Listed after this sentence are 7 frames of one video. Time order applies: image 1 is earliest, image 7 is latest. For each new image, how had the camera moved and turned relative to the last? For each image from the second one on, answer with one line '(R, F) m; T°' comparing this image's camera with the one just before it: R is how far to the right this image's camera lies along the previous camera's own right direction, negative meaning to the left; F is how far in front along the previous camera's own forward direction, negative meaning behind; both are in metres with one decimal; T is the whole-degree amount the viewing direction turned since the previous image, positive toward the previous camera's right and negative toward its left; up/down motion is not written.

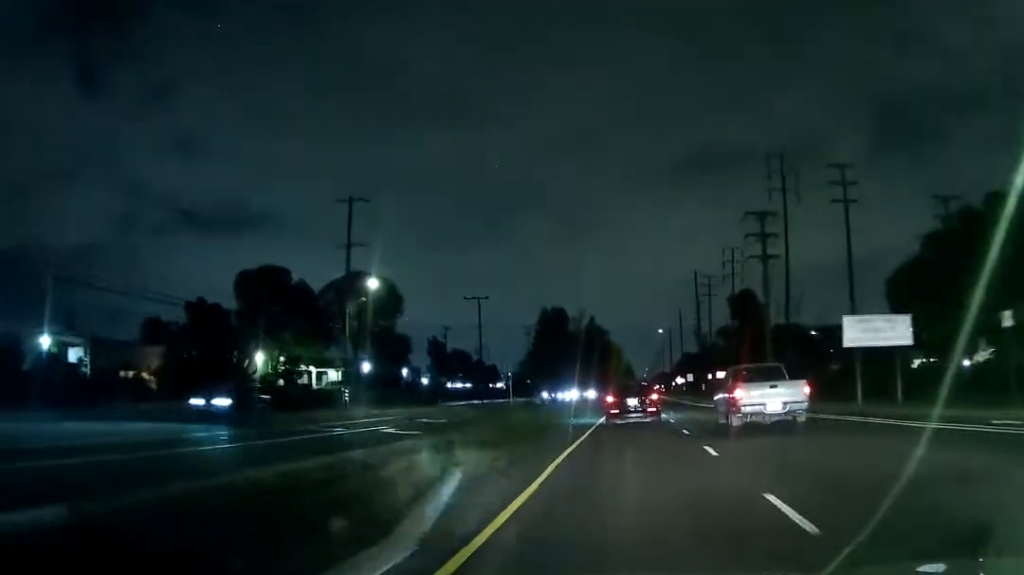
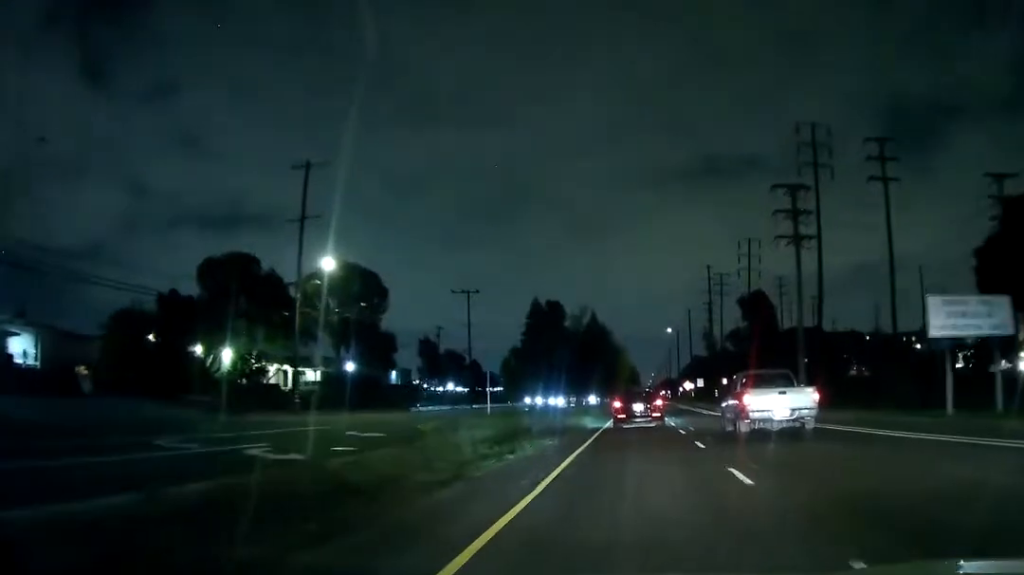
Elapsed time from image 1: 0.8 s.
(0.0, +10.9) m; 0°
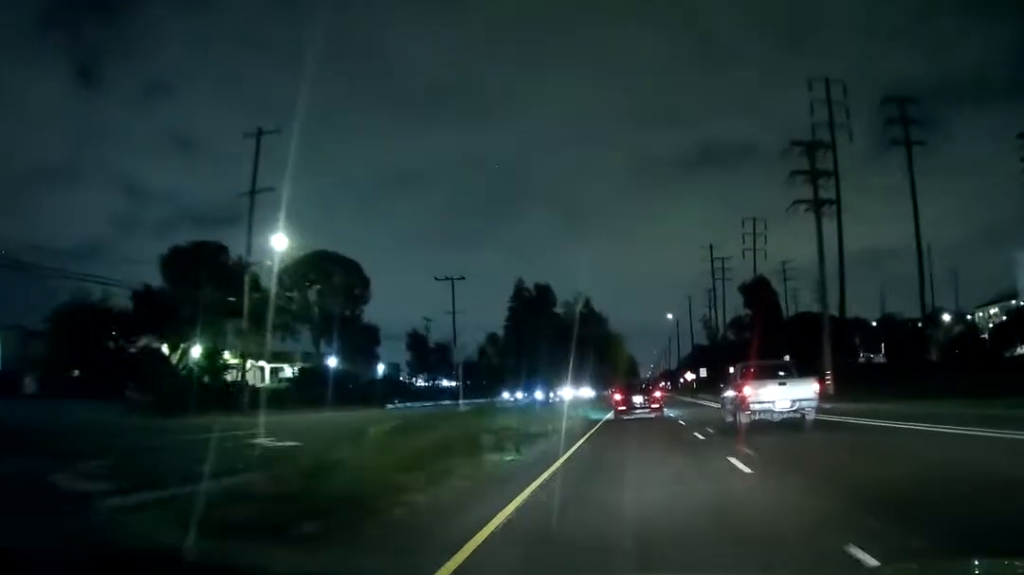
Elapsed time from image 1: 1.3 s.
(0.0, +7.5) m; 0°
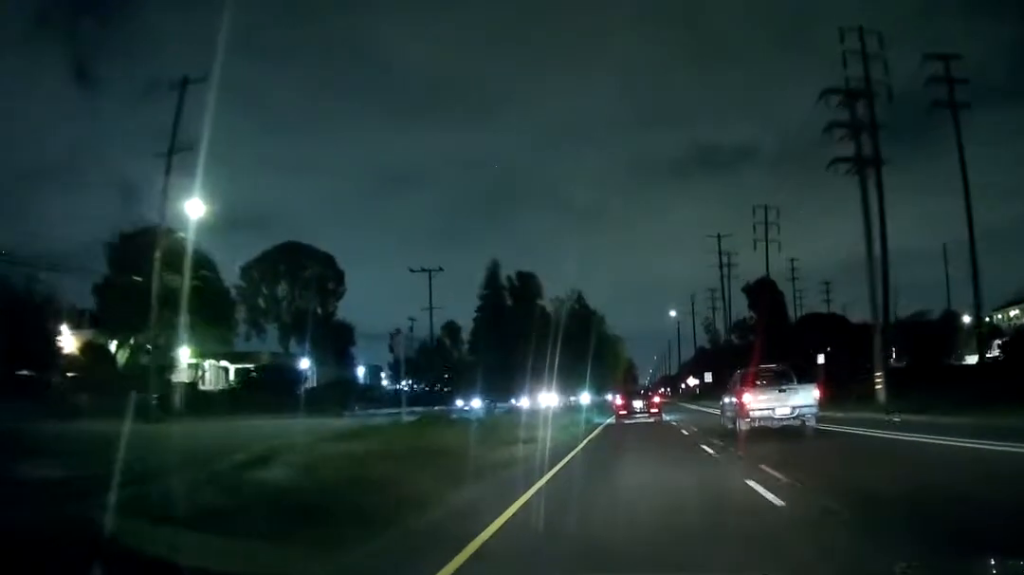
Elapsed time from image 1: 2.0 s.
(0.0, +9.6) m; 0°
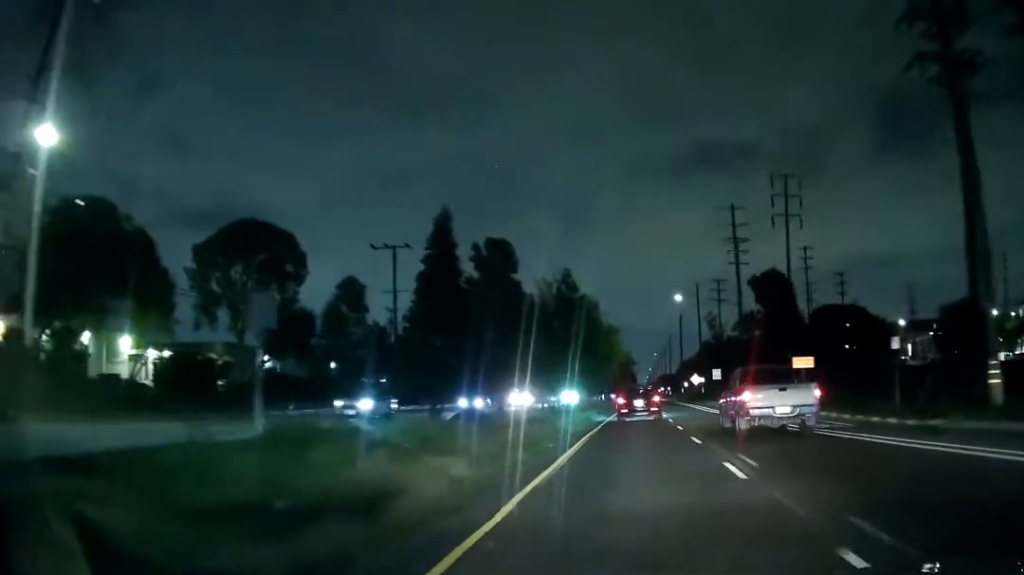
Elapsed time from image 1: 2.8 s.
(0.0, +12.4) m; 0°
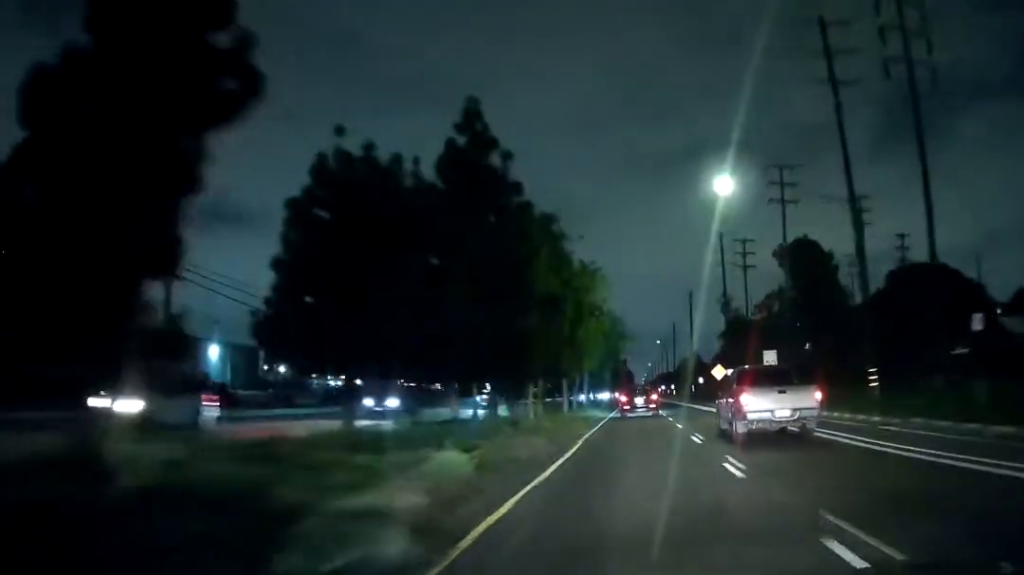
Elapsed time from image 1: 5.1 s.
(0.0, +36.1) m; 0°
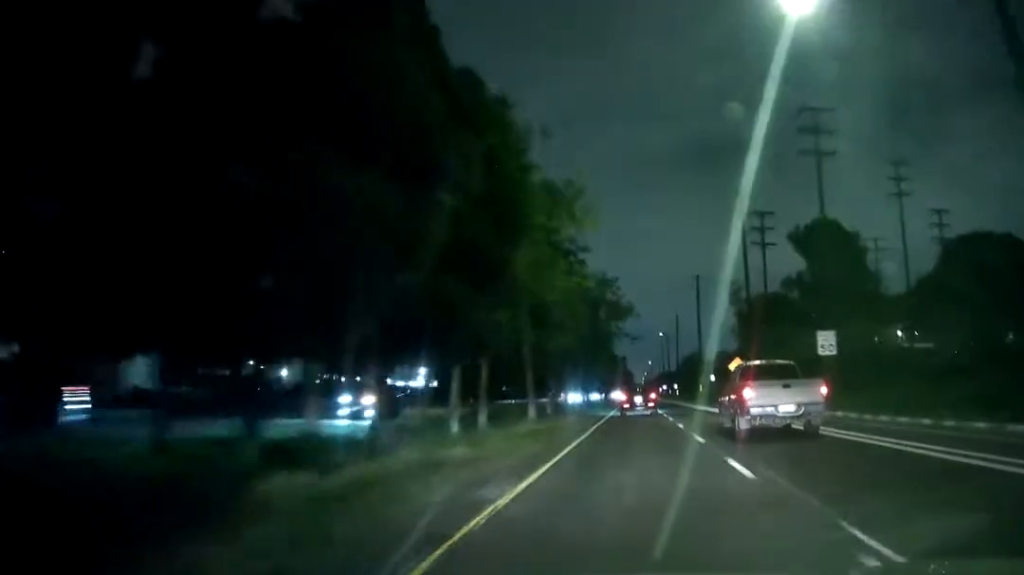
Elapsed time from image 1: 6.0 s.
(0.0, +15.9) m; 0°
